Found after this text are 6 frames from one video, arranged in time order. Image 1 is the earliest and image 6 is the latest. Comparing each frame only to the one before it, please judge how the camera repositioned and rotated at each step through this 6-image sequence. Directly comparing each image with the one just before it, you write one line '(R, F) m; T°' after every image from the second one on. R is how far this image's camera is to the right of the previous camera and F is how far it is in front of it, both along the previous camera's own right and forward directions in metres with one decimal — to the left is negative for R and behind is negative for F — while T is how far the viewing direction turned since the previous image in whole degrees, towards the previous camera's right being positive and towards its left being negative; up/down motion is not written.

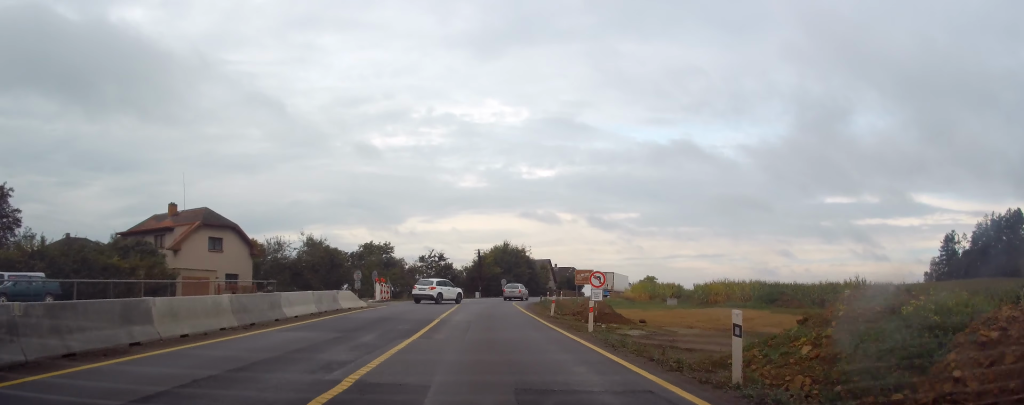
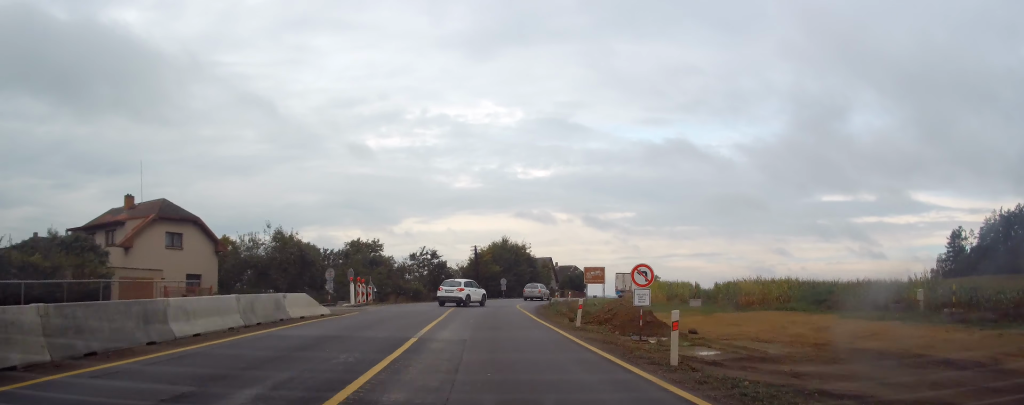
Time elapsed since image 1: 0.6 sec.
(-0.1, +7.4) m; 0°
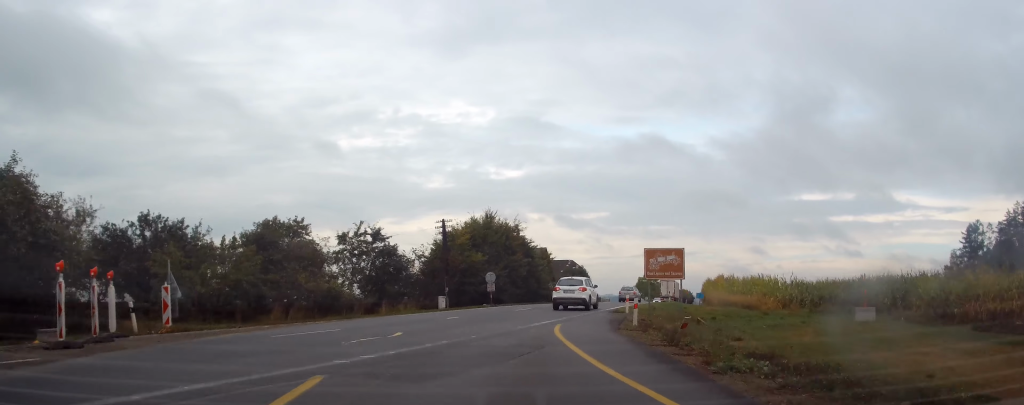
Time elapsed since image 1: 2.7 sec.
(0.0, +27.9) m; +1°
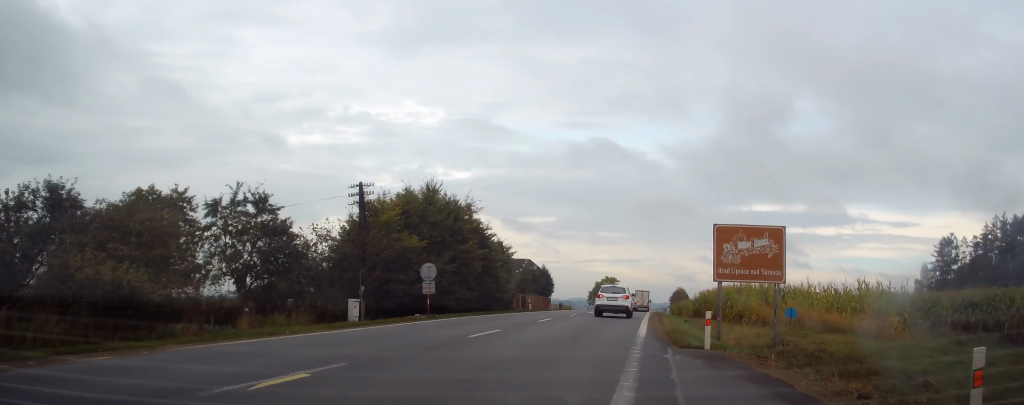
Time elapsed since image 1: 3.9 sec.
(+0.2, +15.3) m; +5°
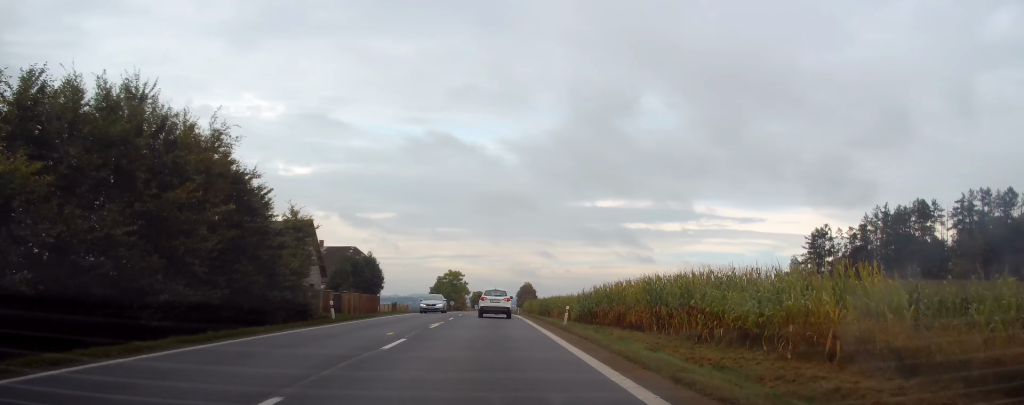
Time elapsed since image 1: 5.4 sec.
(+2.2, +19.3) m; +11°
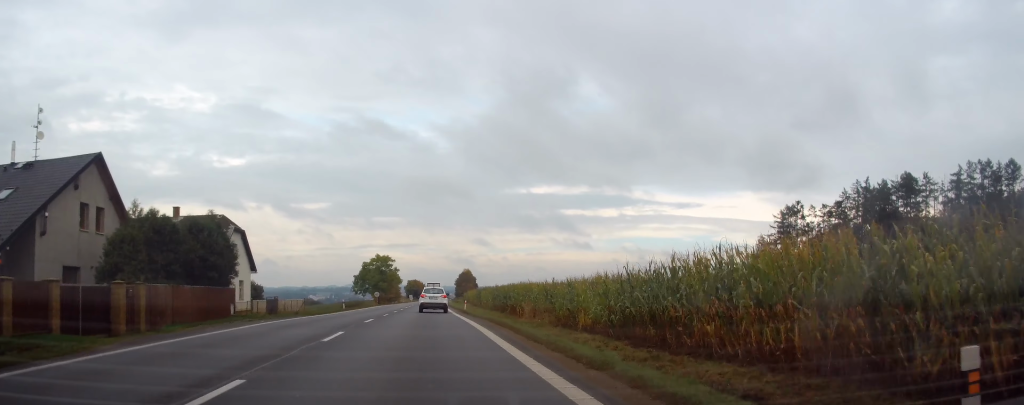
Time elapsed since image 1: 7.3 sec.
(+2.1, +24.4) m; +7°
